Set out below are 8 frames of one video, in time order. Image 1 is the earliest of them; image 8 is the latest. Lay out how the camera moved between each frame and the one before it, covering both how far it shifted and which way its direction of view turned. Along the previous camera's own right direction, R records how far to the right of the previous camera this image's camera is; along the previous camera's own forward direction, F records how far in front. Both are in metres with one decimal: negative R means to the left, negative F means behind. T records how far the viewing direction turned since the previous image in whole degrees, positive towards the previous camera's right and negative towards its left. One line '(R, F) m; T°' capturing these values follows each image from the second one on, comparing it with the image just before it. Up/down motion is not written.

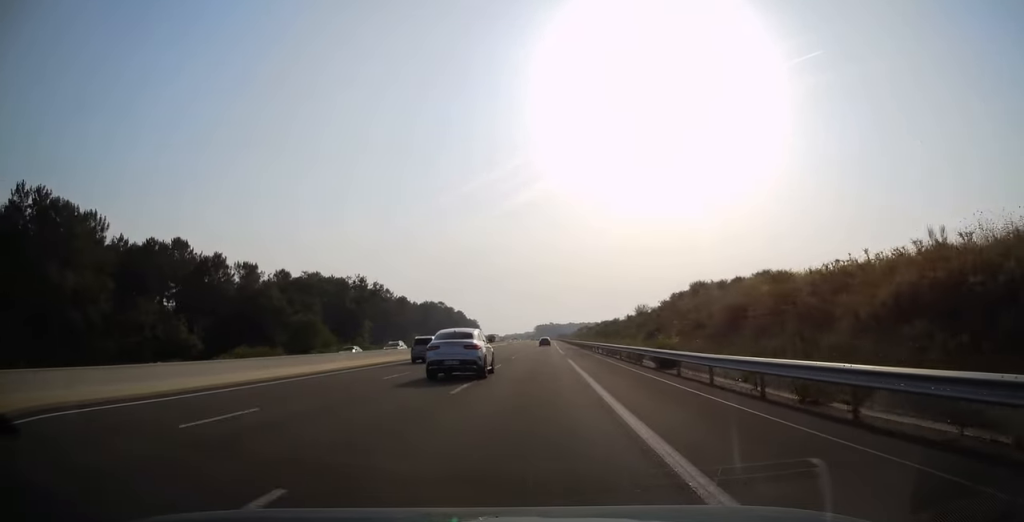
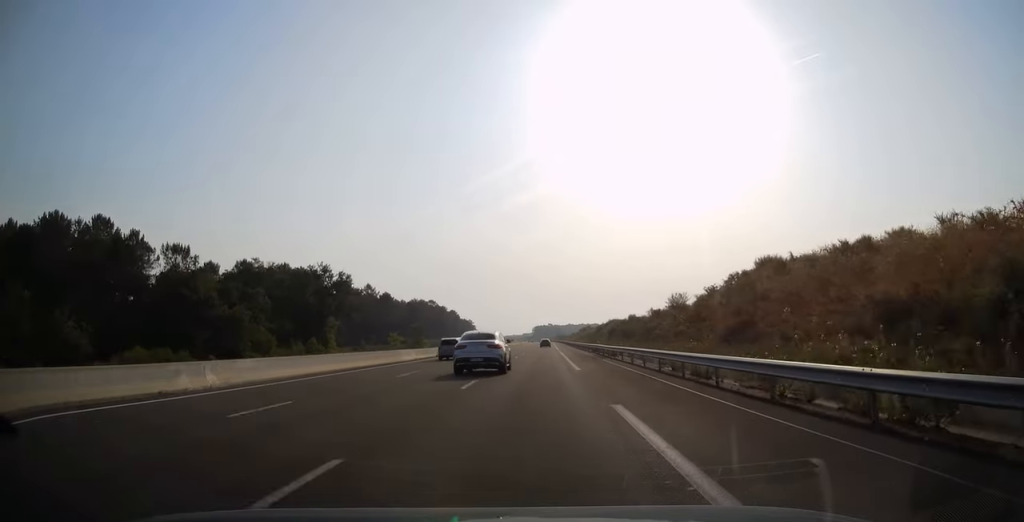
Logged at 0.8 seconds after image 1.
(0.0, +24.5) m; 0°
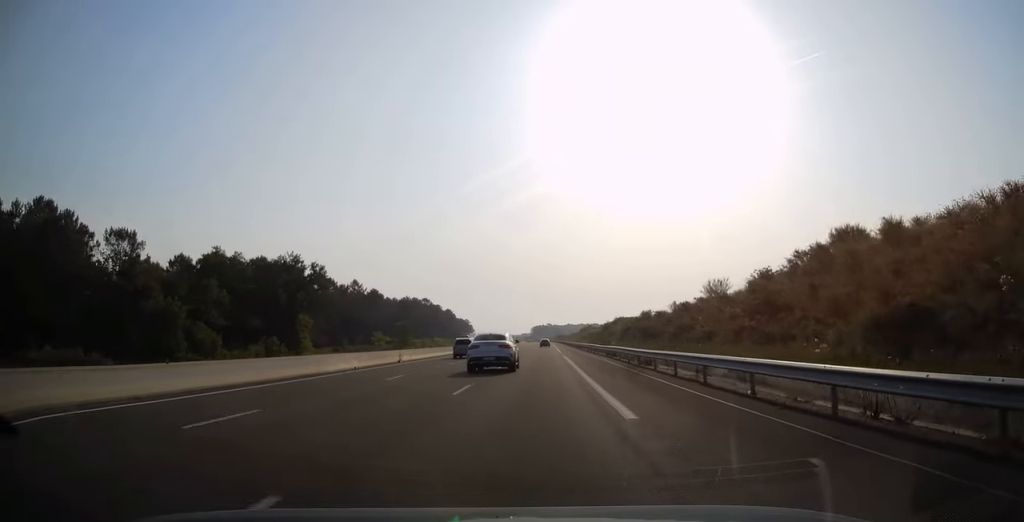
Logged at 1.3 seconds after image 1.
(0.0, +14.7) m; 0°
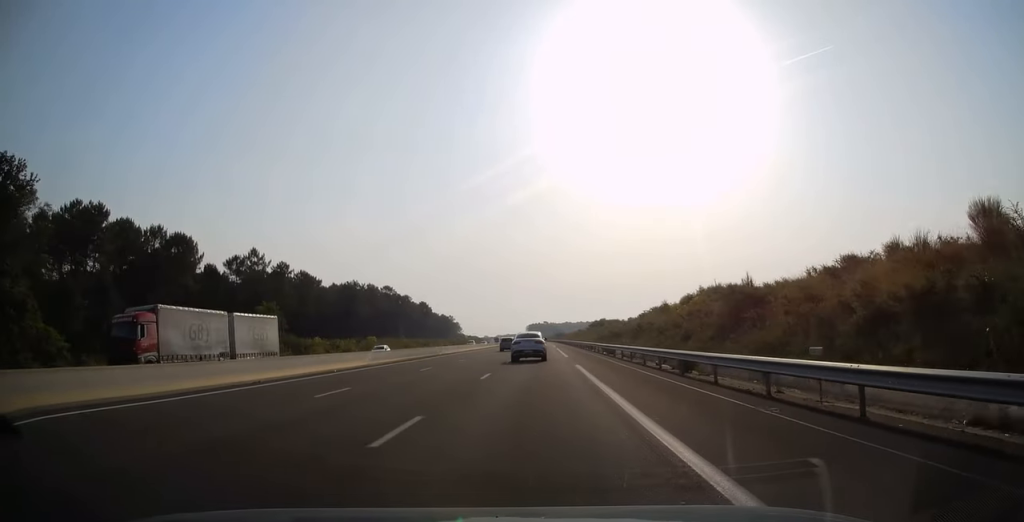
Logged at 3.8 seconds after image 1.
(+0.1, +72.8) m; 0°
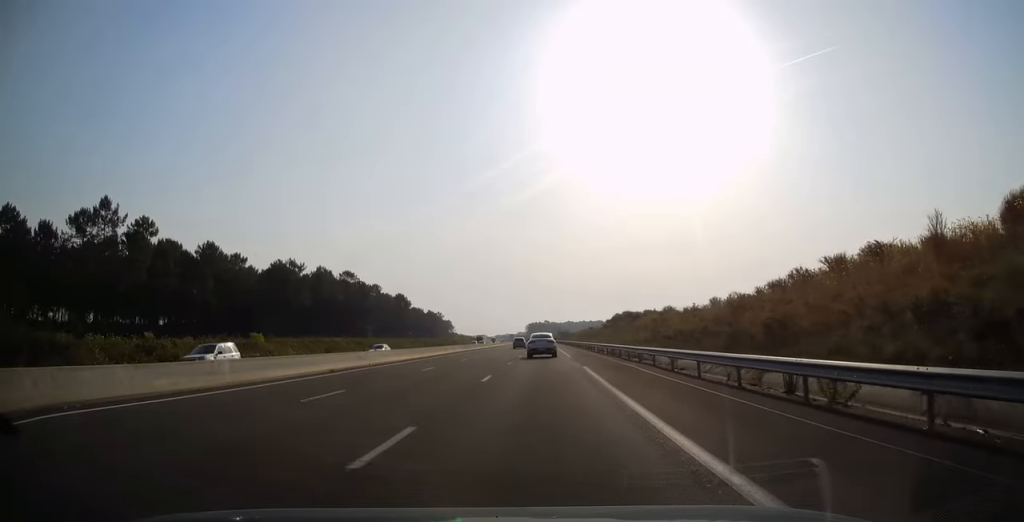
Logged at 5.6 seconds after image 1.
(-0.5, +53.8) m; 0°
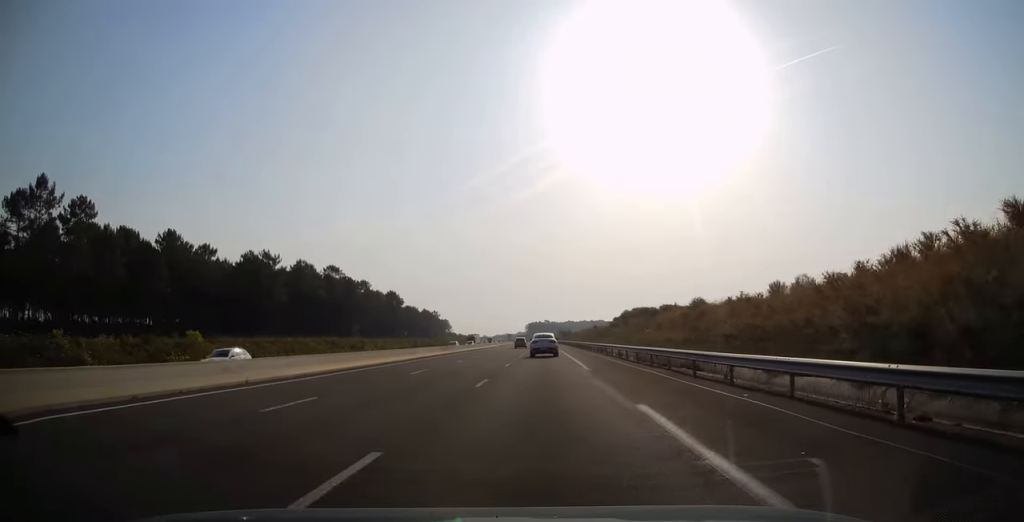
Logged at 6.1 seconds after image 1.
(0.0, +15.3) m; +1°
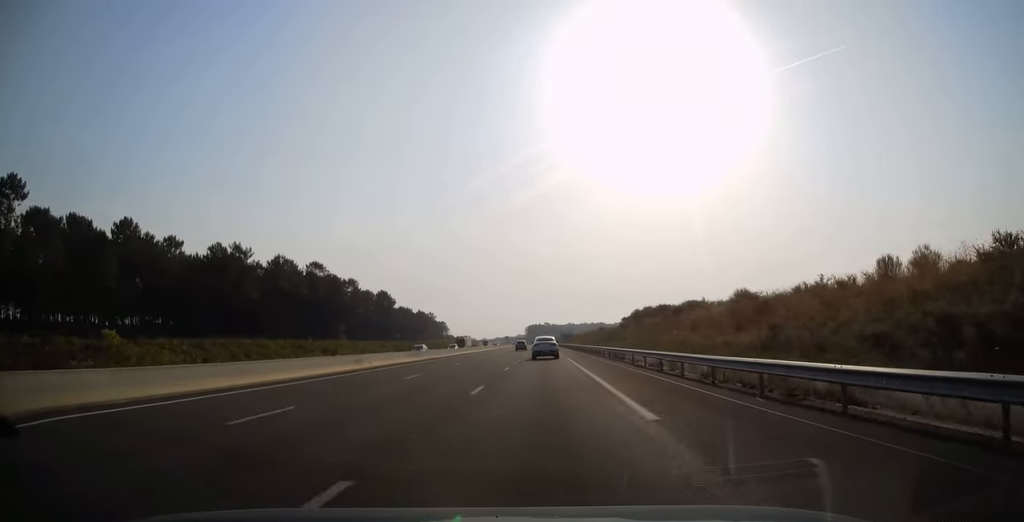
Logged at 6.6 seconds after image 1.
(+0.2, +14.2) m; 0°
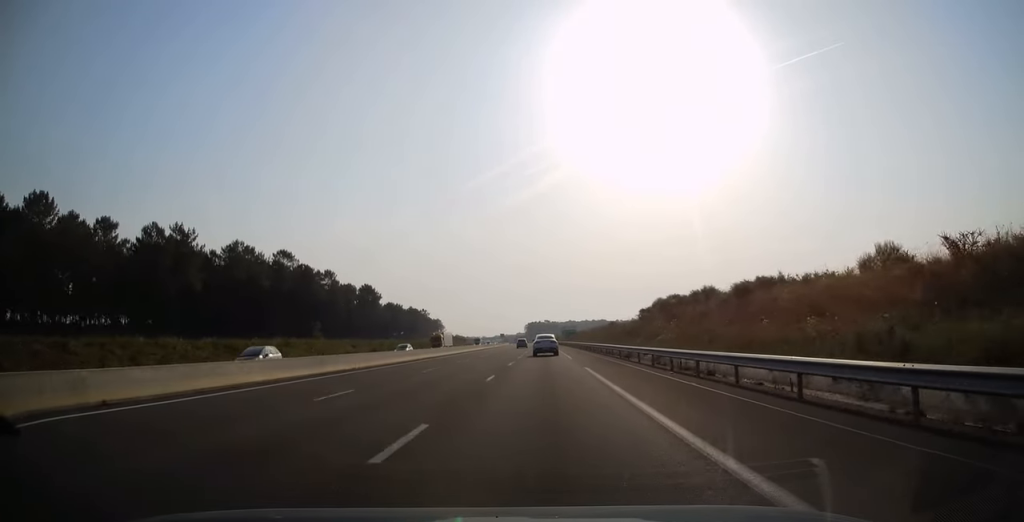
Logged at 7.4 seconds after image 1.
(+0.2, +22.1) m; 0°
